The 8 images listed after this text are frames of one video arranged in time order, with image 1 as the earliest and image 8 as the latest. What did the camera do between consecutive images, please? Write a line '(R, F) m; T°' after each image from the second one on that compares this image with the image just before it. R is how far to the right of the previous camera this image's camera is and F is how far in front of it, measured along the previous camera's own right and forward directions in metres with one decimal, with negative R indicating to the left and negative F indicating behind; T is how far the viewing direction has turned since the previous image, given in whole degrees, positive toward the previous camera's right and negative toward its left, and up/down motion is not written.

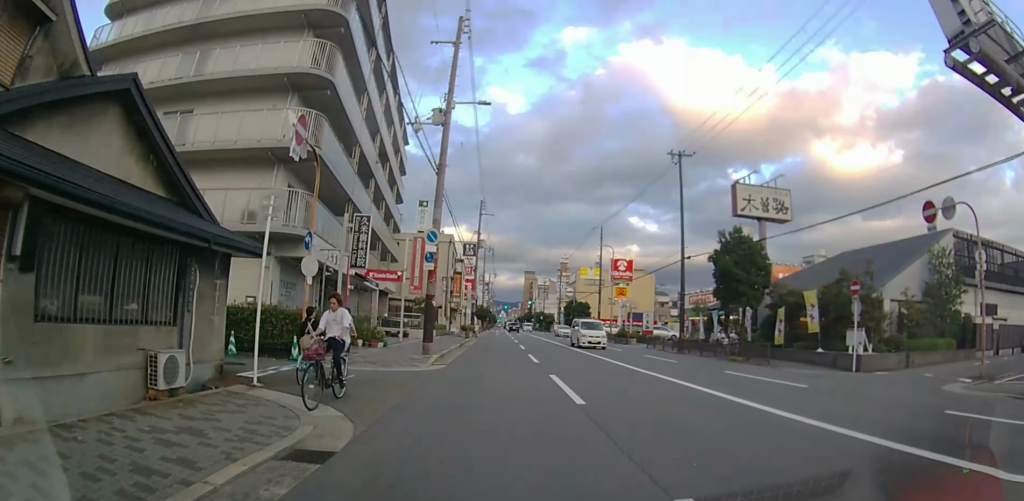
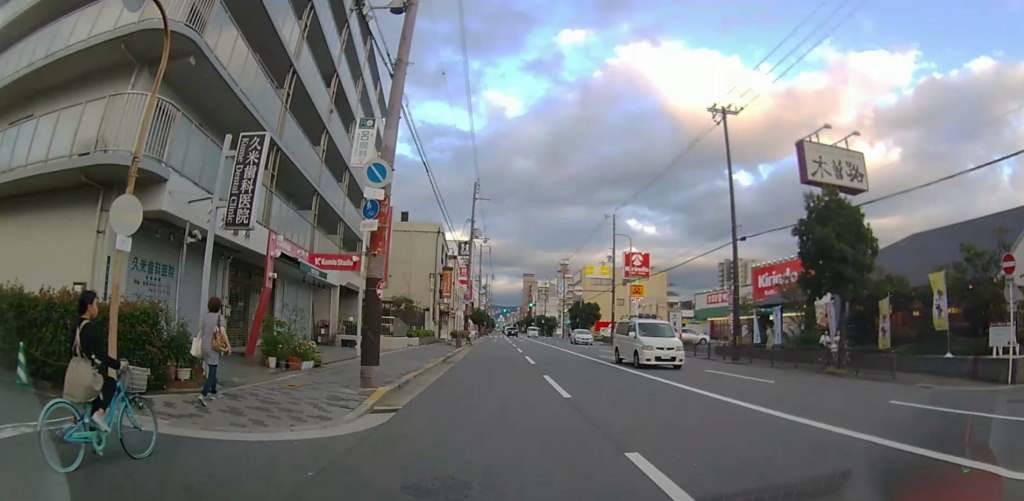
(0.0, +8.3) m; 0°
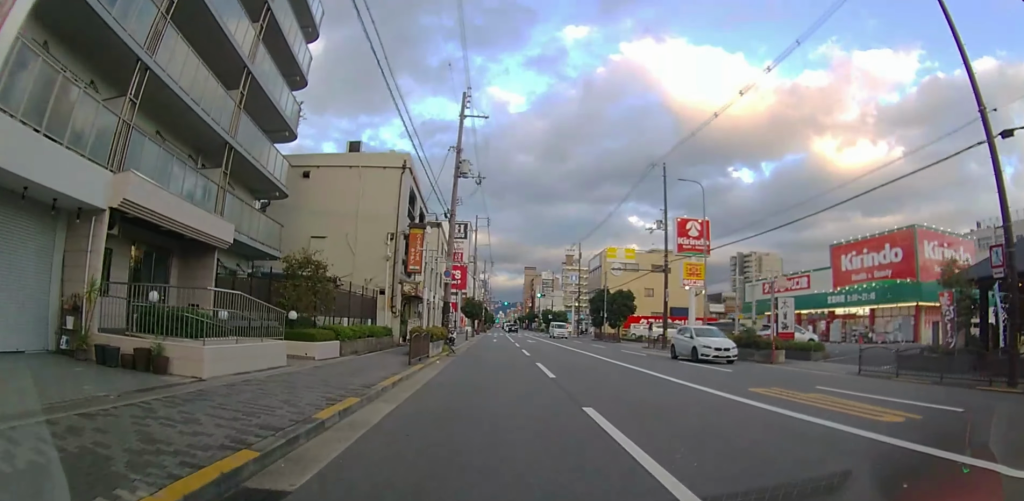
(+0.1, +17.1) m; -1°
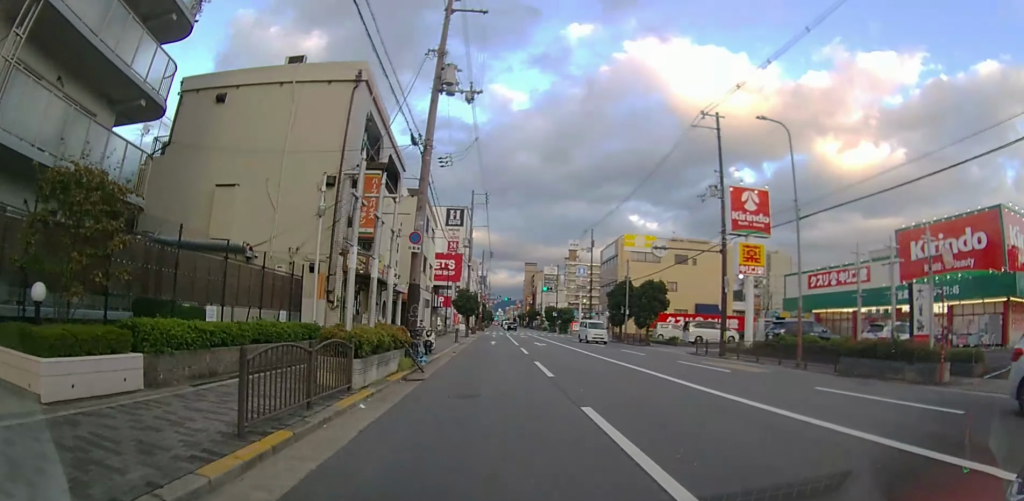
(-0.1, +10.3) m; -1°
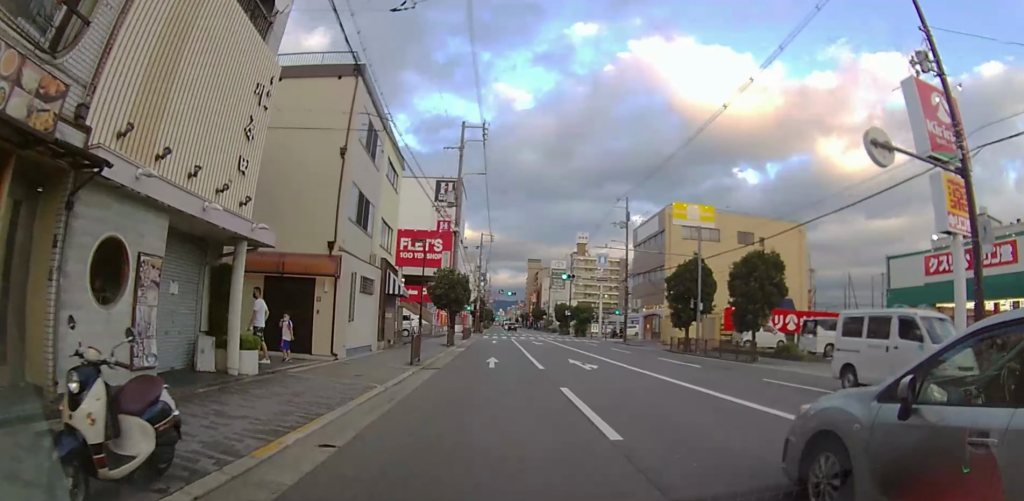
(-0.1, +17.3) m; 0°
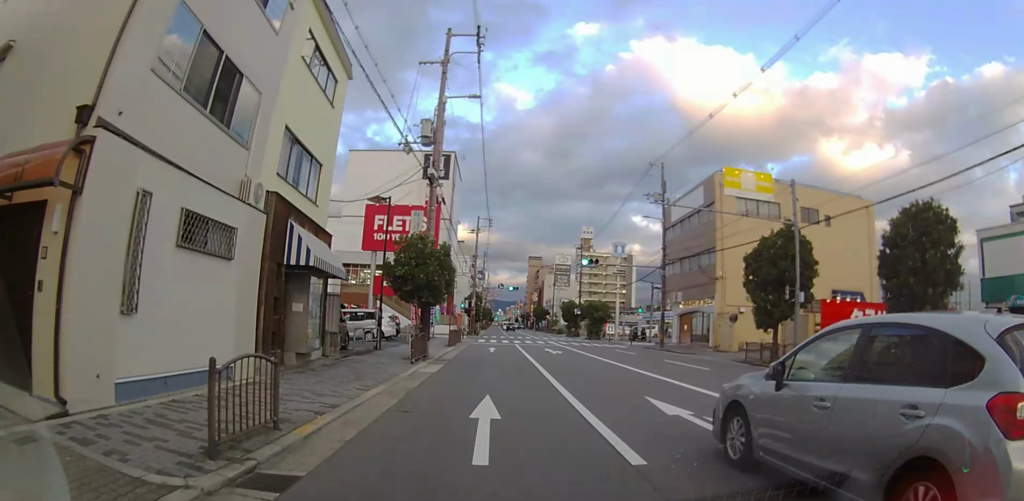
(0.0, +11.4) m; 0°
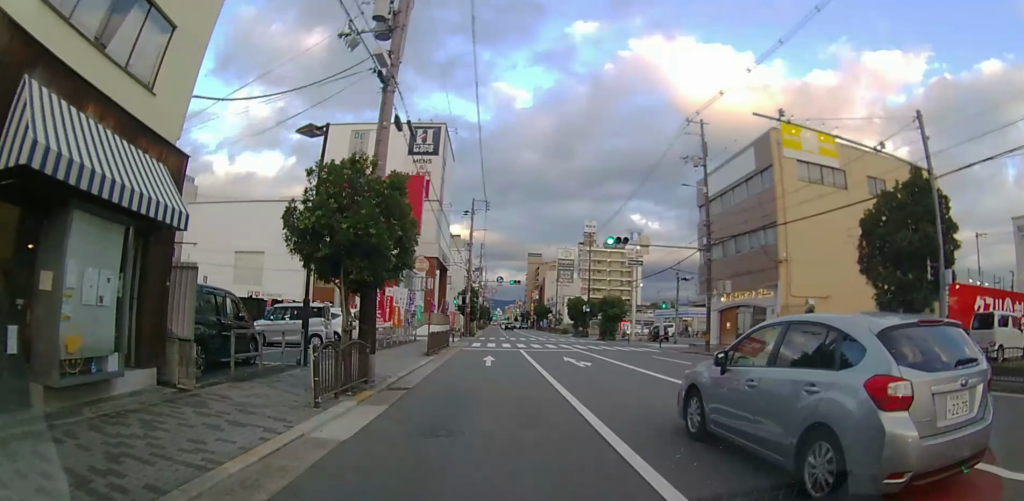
(0.0, +8.5) m; +1°
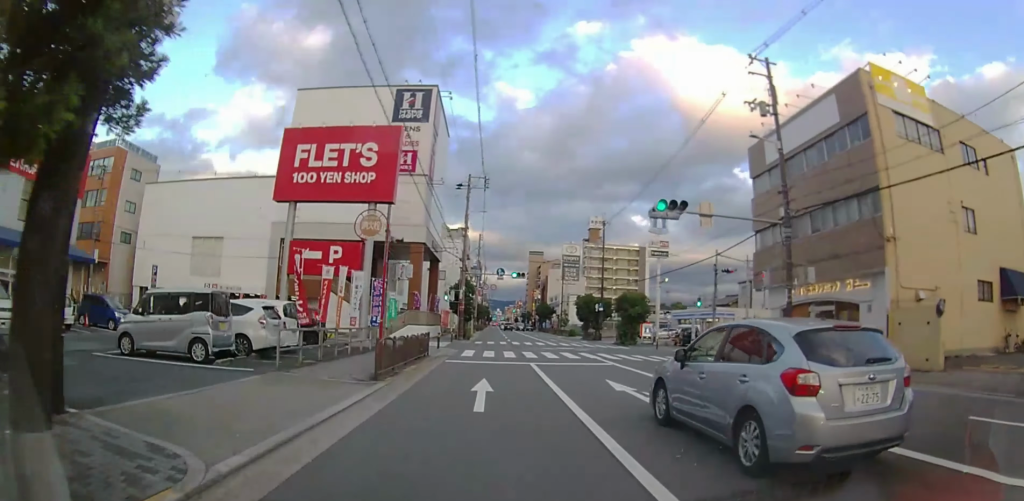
(+0.1, +8.4) m; +1°
